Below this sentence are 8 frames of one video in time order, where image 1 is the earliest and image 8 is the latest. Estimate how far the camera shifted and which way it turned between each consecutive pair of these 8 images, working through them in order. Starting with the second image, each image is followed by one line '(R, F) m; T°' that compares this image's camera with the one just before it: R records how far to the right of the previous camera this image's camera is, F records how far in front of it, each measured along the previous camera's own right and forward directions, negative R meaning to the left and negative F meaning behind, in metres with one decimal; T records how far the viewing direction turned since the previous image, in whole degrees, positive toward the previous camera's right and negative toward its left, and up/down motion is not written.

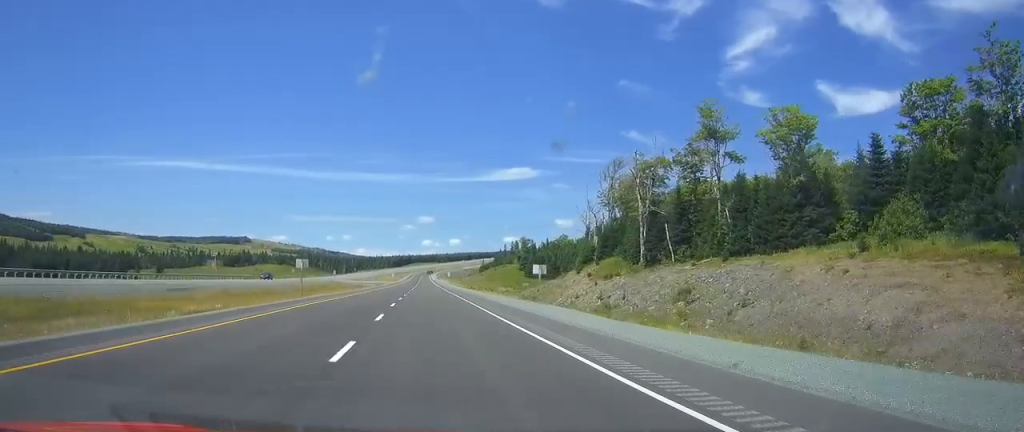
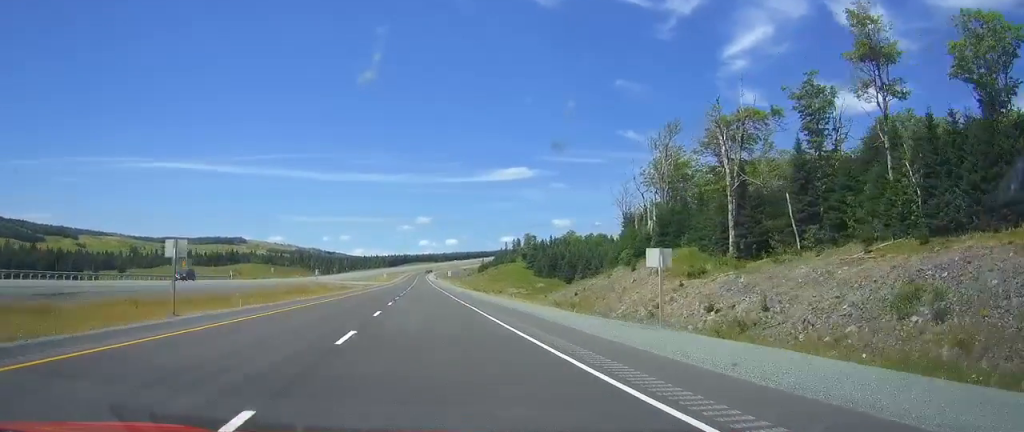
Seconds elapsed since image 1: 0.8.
(0.0, +24.9) m; 0°
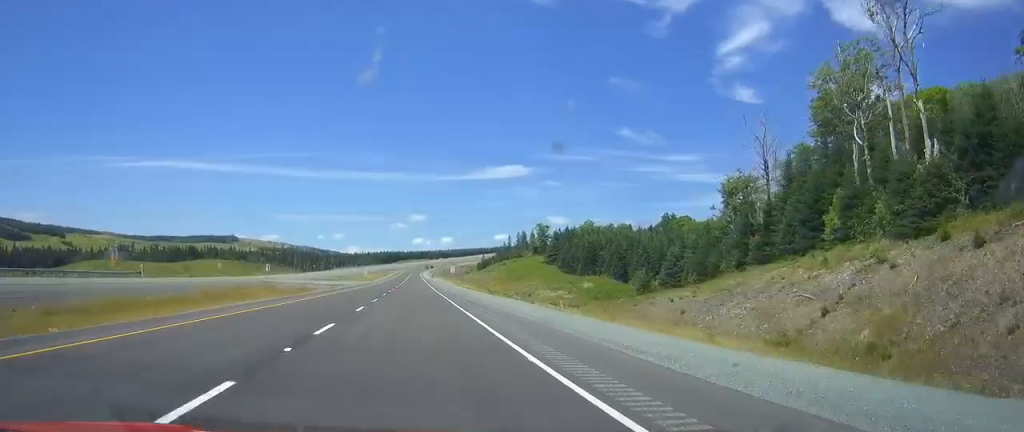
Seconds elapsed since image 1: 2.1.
(+0.2, +44.3) m; 0°
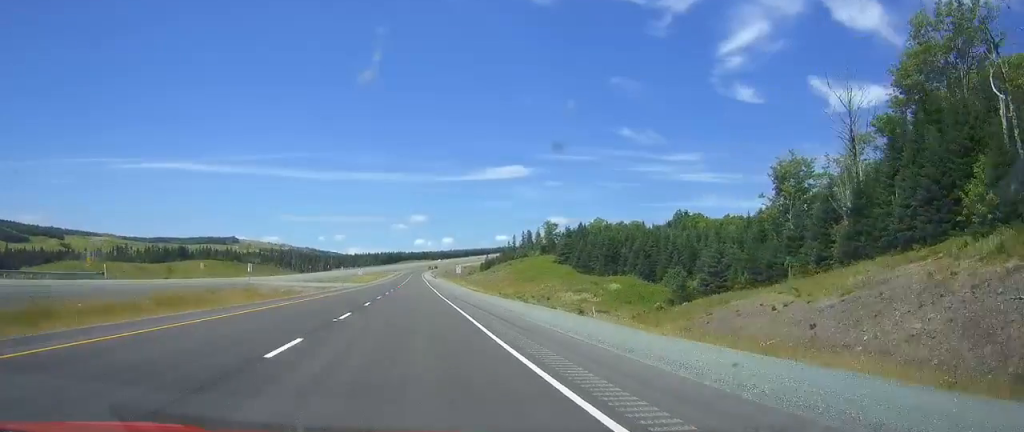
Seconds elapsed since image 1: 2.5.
(0.0, +13.0) m; 0°
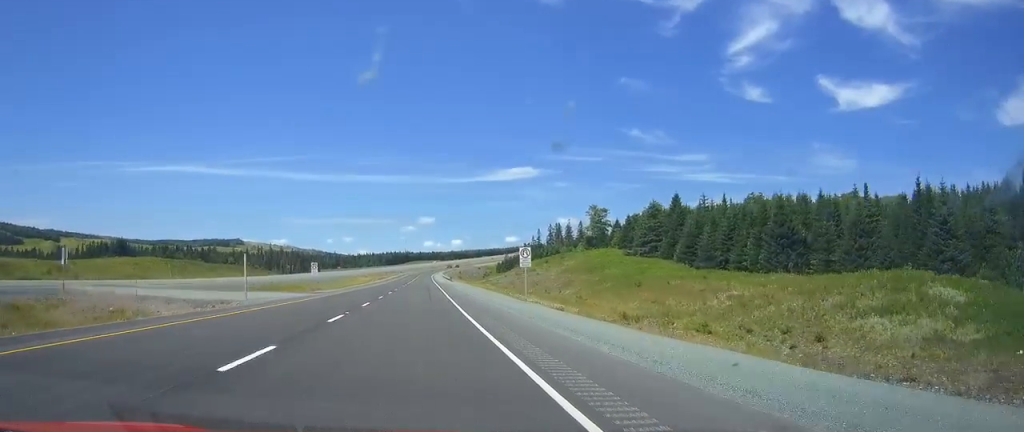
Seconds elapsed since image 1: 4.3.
(-0.1, +56.3) m; 0°
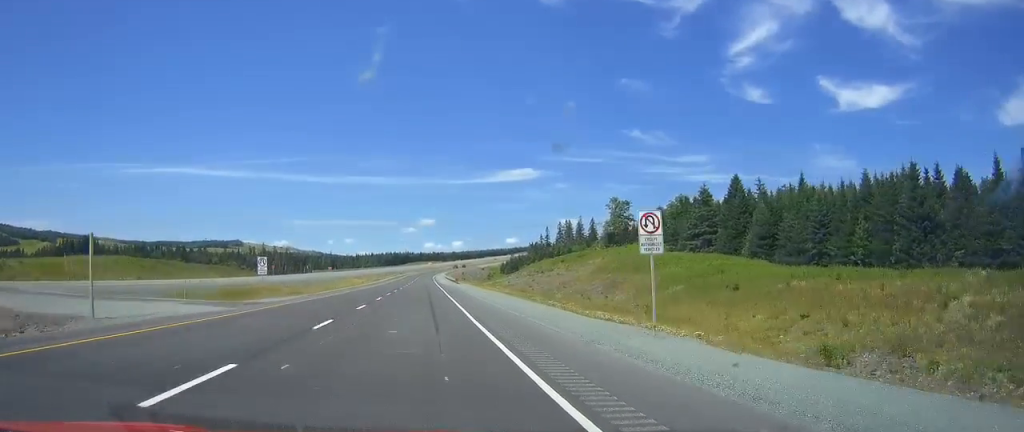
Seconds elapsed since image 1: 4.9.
(-0.1, +20.5) m; 0°
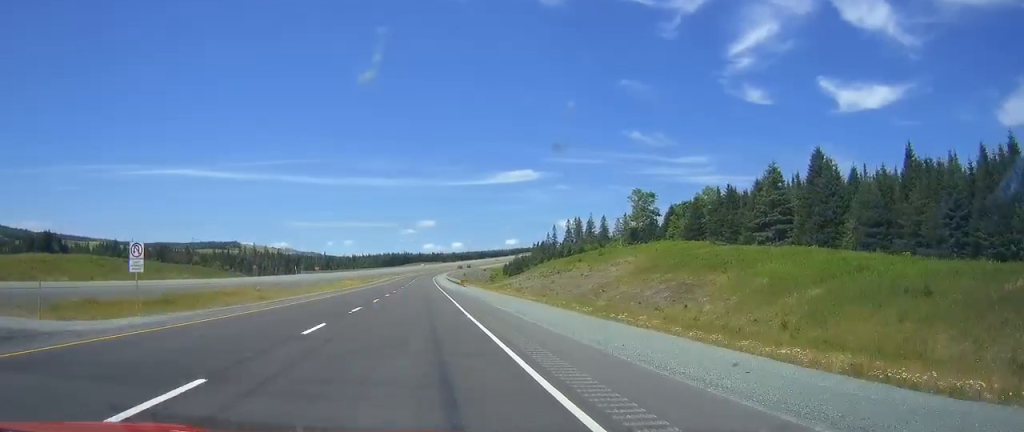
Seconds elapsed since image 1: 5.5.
(0.0, +19.5) m; 0°
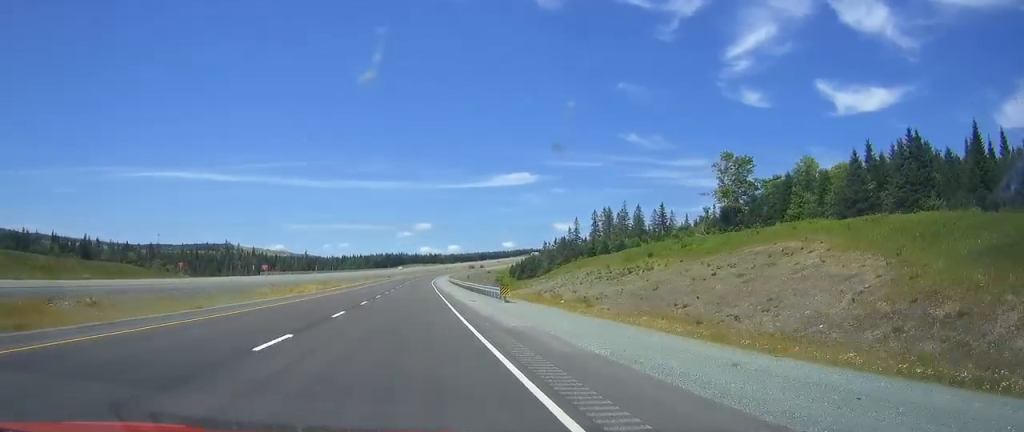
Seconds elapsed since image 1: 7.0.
(0.0, +48.5) m; 0°
